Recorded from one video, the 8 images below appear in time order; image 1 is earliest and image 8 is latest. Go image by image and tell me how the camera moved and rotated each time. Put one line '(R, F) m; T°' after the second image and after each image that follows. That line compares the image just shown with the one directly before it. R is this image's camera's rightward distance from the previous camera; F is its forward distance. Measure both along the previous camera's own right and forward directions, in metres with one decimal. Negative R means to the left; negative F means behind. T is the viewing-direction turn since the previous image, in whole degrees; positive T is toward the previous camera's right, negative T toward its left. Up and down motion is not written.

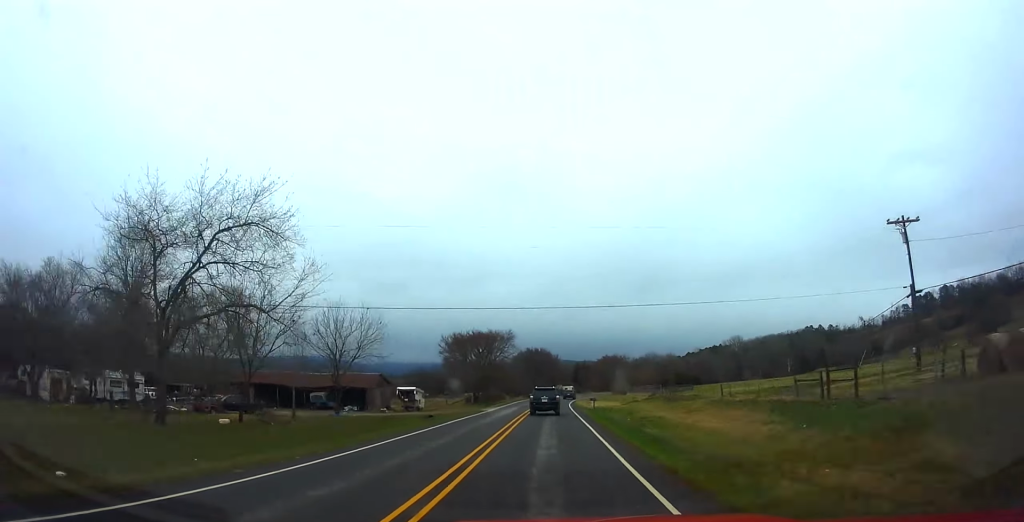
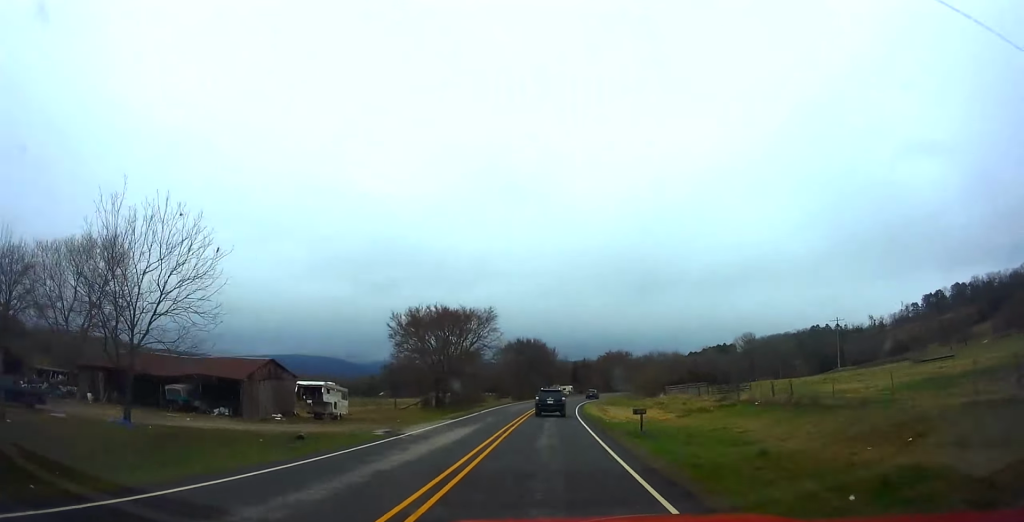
(+0.1, +25.6) m; +1°
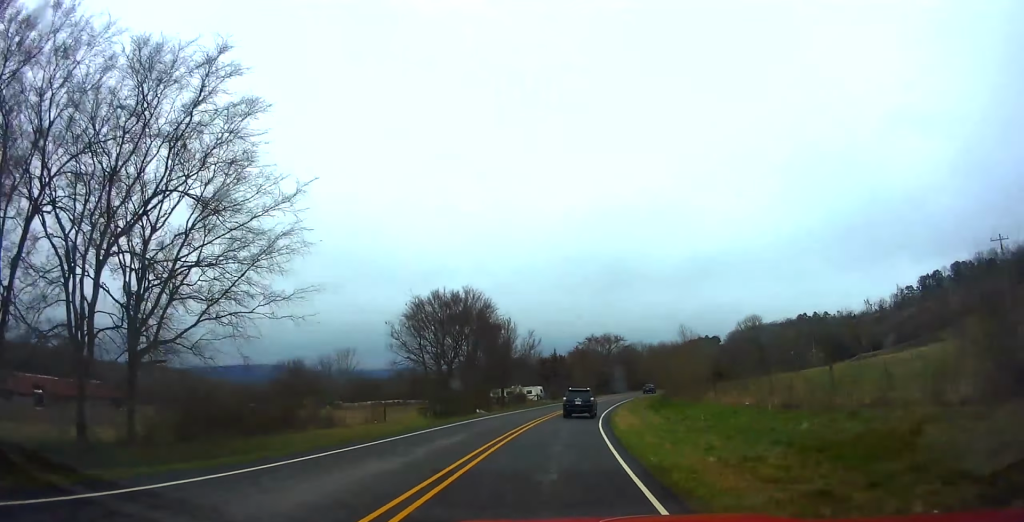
(-0.3, +53.5) m; +4°
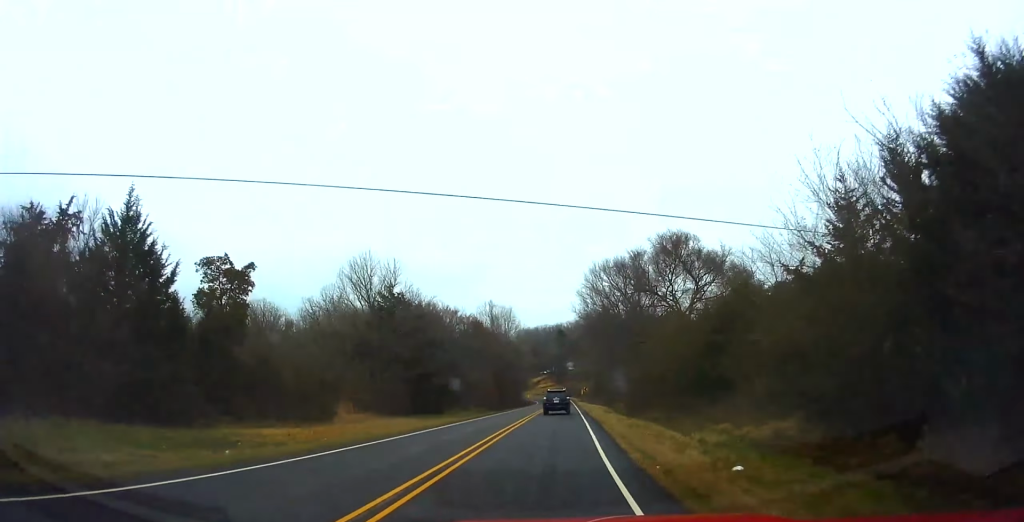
(+25.9, +127.6) m; +20°
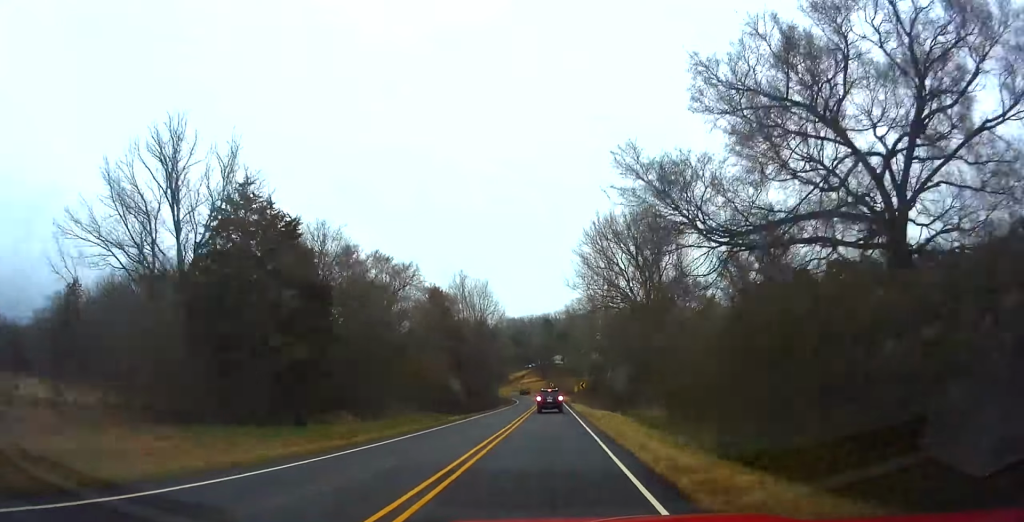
(+1.1, +28.0) m; +1°
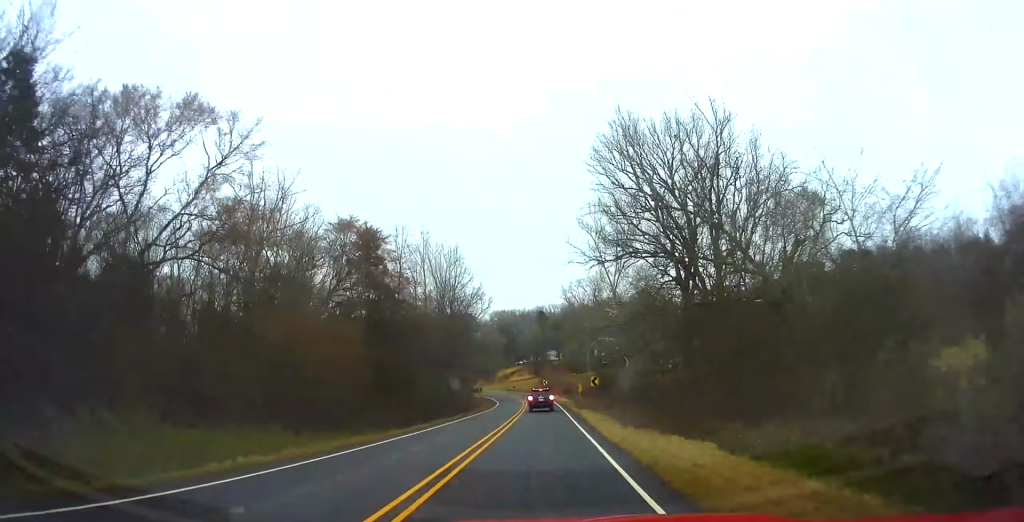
(+0.5, +28.0) m; +1°
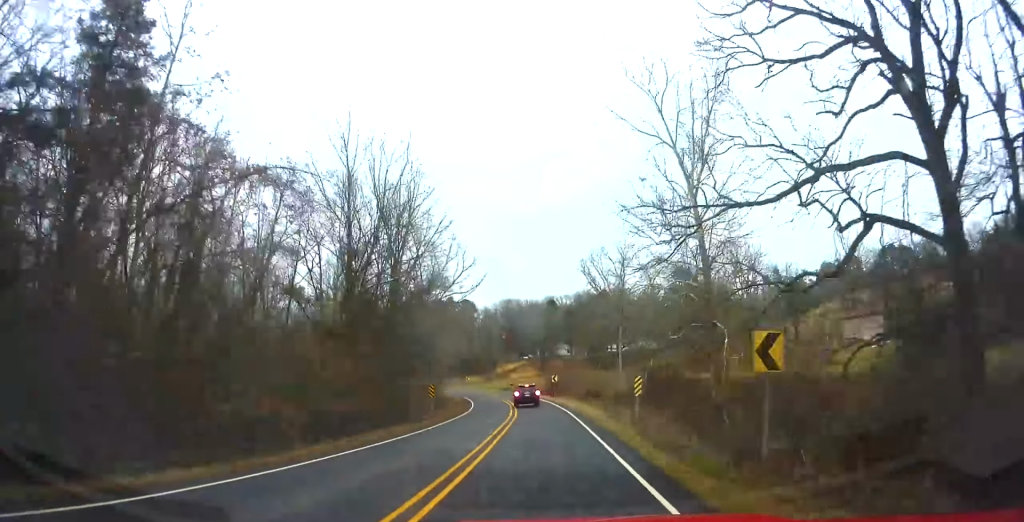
(+0.3, +34.3) m; -1°
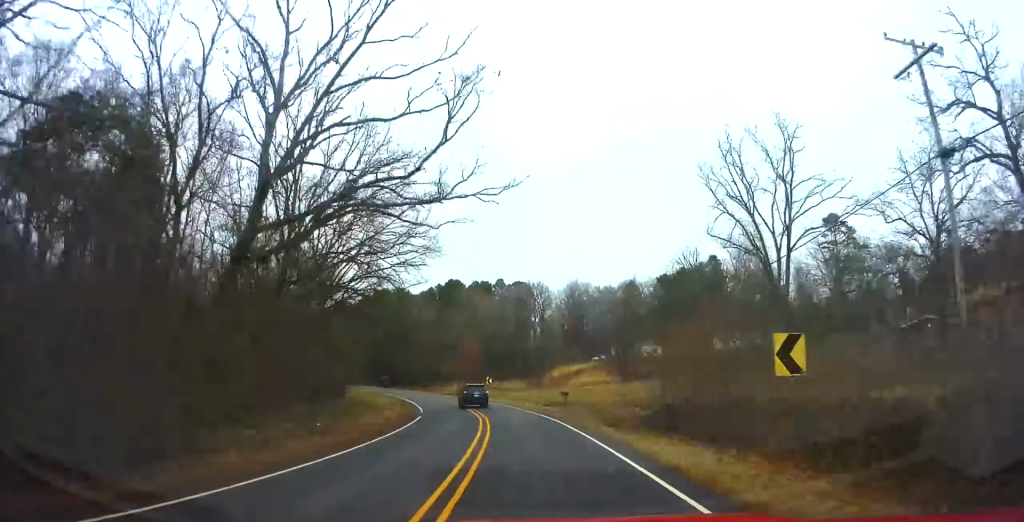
(-1.2, +52.5) m; -6°
